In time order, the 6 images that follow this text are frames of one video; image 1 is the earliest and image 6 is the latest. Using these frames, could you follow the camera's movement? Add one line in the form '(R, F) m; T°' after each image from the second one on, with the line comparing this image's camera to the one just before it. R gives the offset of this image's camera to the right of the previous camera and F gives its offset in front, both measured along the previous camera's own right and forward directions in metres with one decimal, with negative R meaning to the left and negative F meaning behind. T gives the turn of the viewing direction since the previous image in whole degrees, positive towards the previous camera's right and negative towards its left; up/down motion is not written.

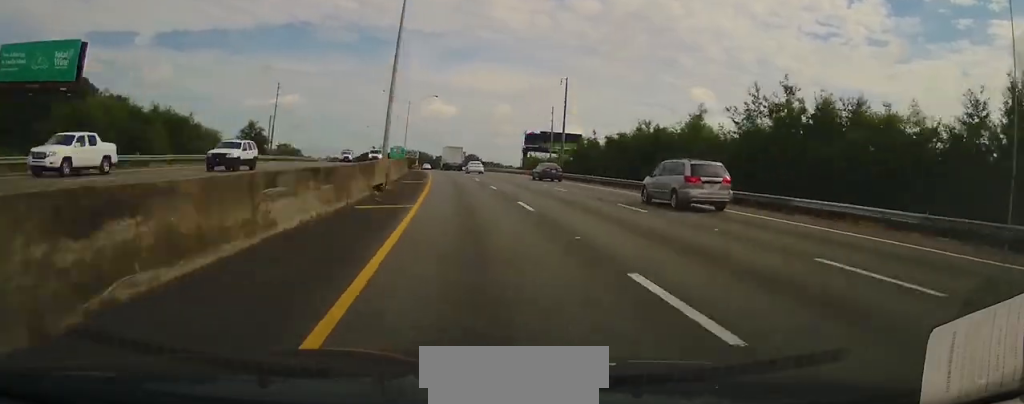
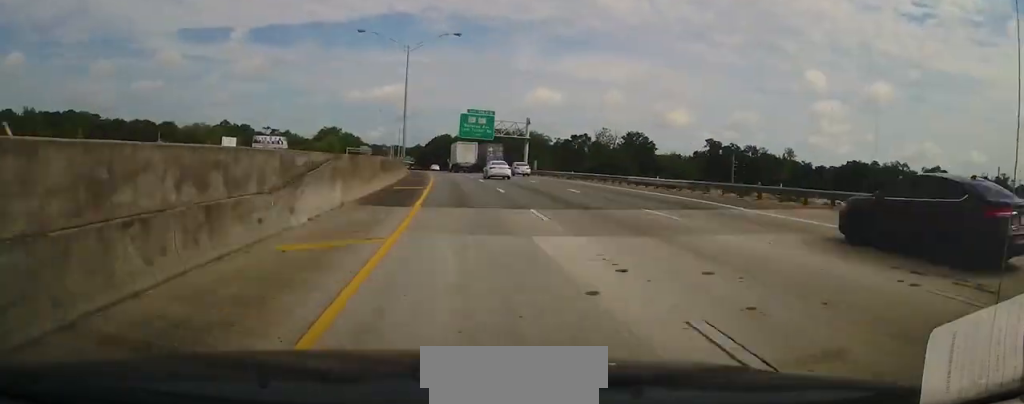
(-10.6, +126.6) m; -8°
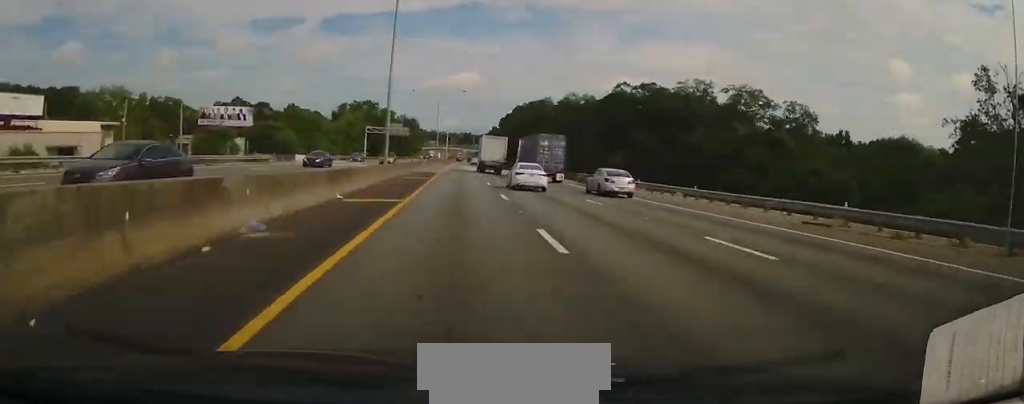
(-3.7, +98.2) m; -3°
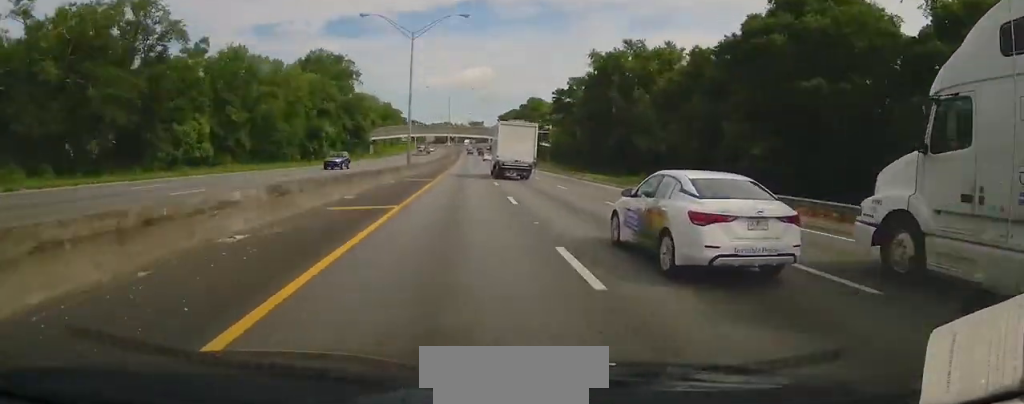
(-0.8, +216.1) m; 0°
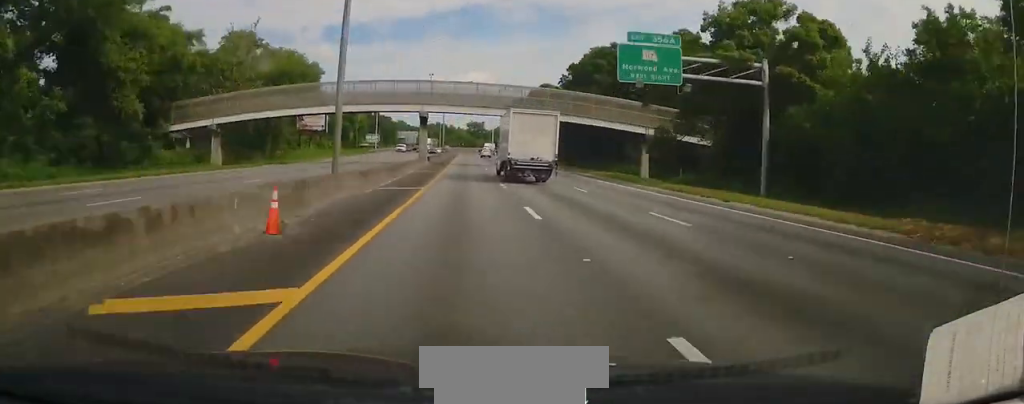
(+0.1, +99.4) m; +1°
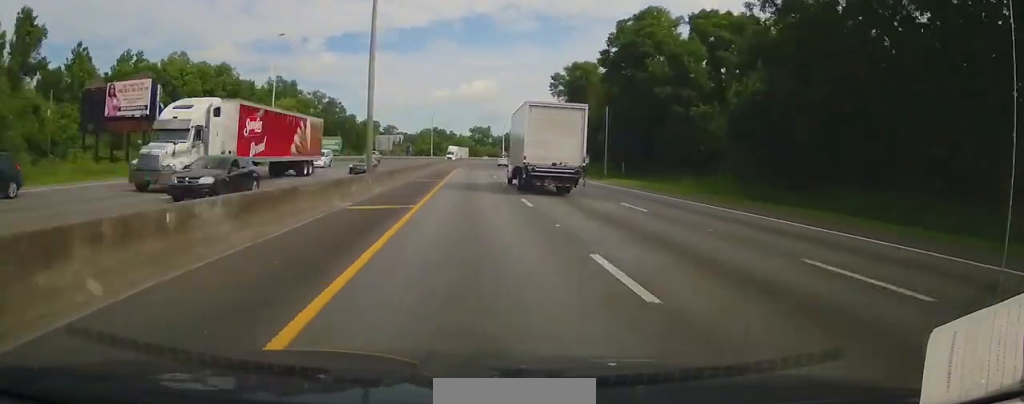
(+0.7, +78.2) m; +4°
